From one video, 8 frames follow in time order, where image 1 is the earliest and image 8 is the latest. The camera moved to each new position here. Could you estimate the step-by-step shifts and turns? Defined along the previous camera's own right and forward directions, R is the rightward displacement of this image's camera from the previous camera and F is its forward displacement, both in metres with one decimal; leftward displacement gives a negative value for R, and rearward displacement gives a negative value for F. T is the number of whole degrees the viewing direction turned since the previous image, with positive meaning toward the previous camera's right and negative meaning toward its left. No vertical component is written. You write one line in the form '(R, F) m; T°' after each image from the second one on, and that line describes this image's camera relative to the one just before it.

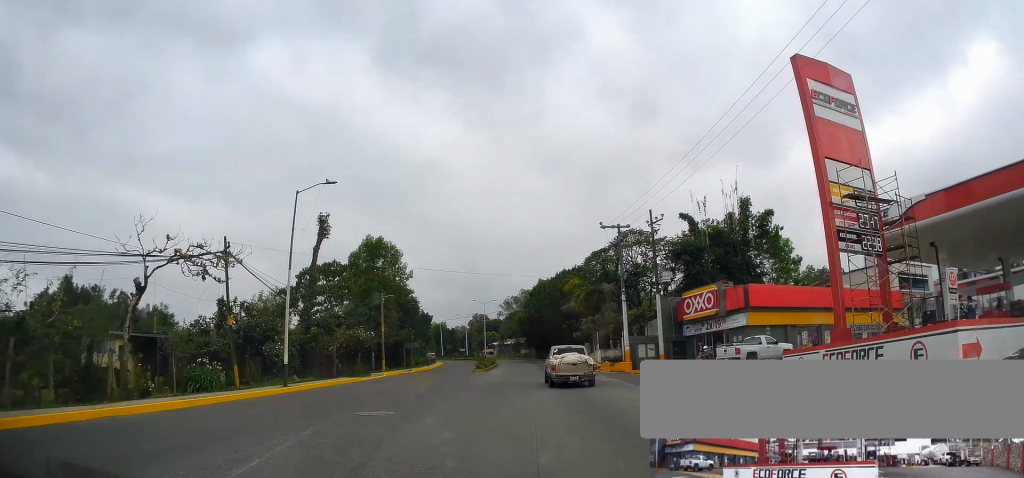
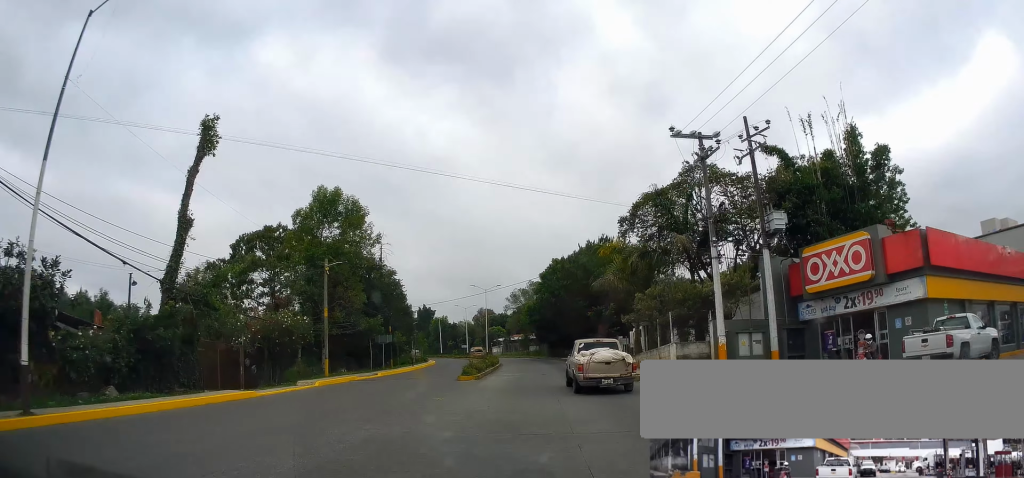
(-0.2, +16.8) m; -1°
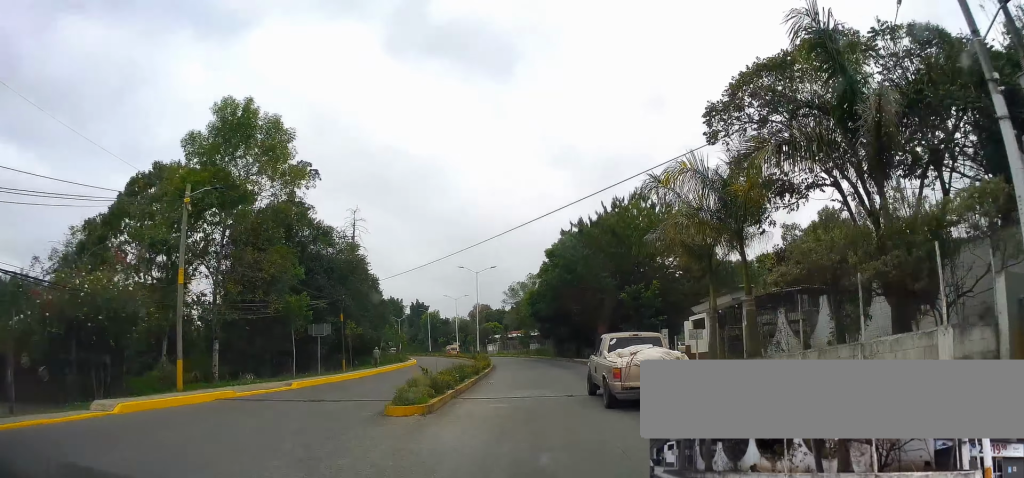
(+0.1, +14.8) m; -1°
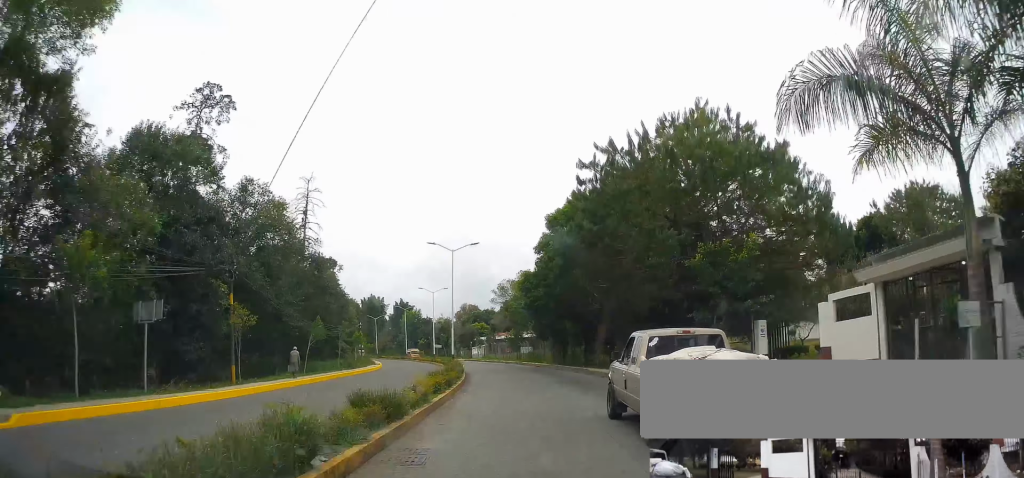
(-0.4, +15.4) m; +1°
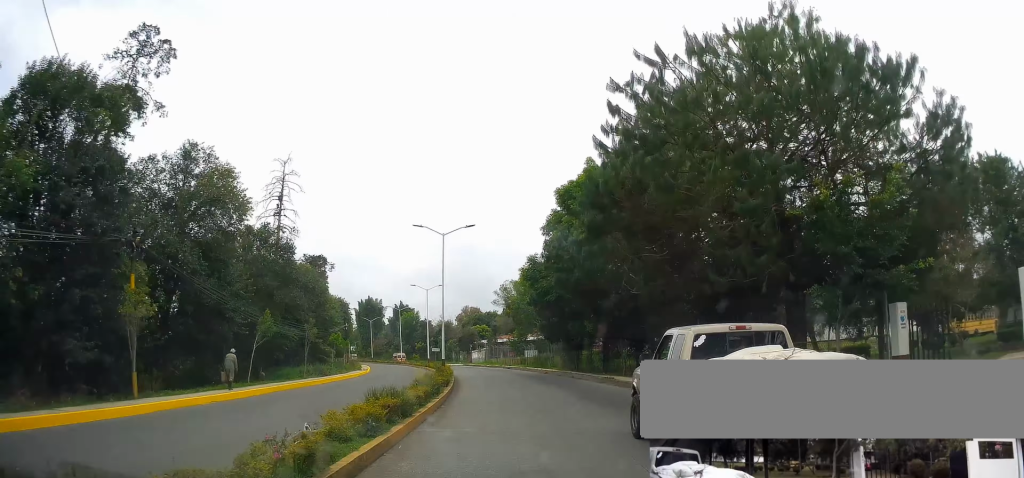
(+0.3, +8.8) m; 0°
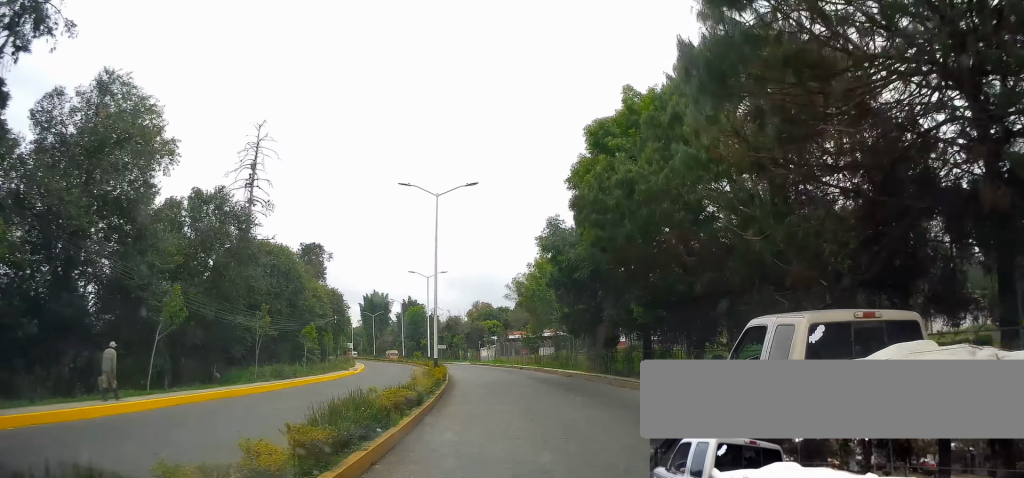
(+0.3, +8.8) m; 0°
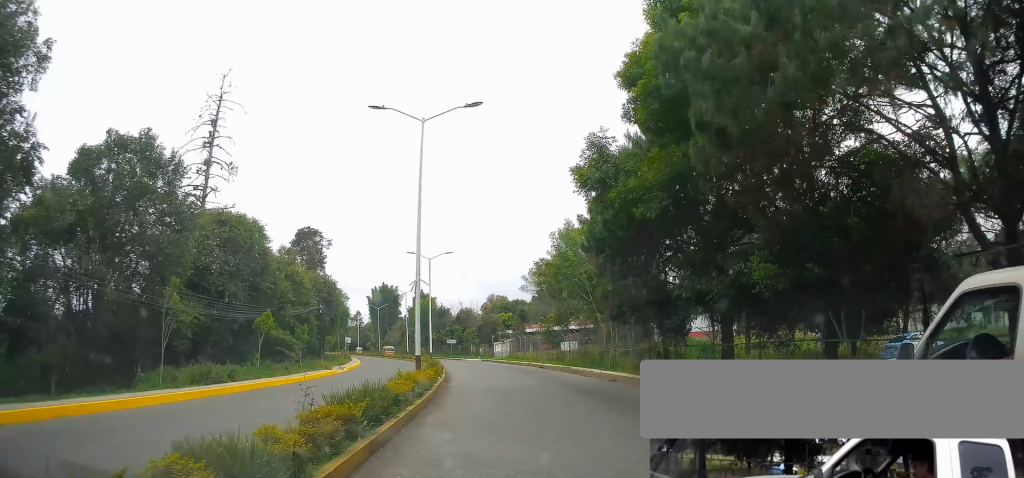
(-0.5, +10.1) m; 0°
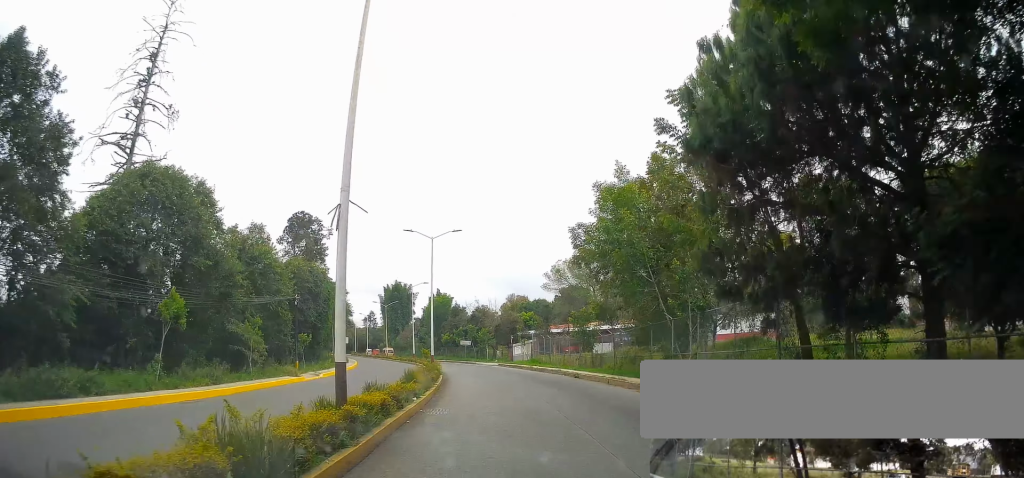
(+0.2, +10.9) m; -1°
